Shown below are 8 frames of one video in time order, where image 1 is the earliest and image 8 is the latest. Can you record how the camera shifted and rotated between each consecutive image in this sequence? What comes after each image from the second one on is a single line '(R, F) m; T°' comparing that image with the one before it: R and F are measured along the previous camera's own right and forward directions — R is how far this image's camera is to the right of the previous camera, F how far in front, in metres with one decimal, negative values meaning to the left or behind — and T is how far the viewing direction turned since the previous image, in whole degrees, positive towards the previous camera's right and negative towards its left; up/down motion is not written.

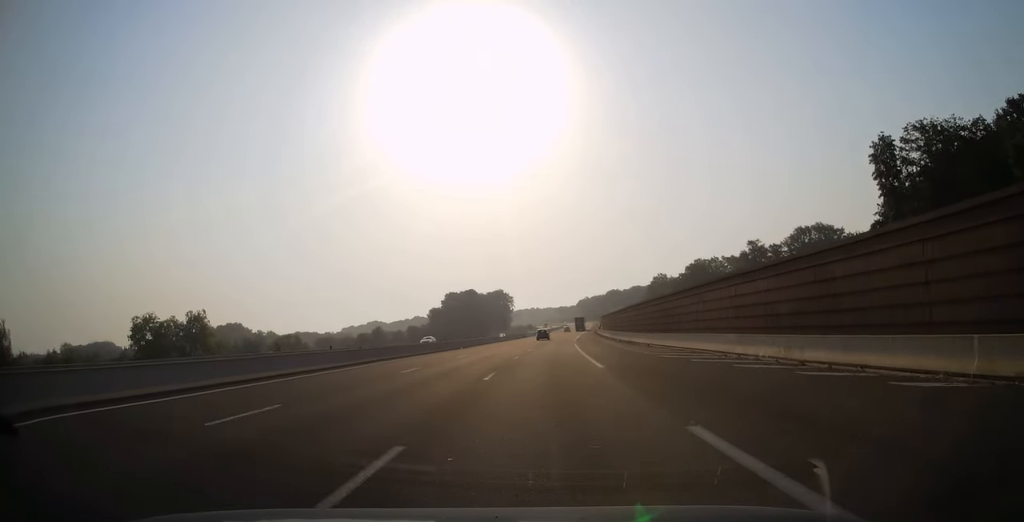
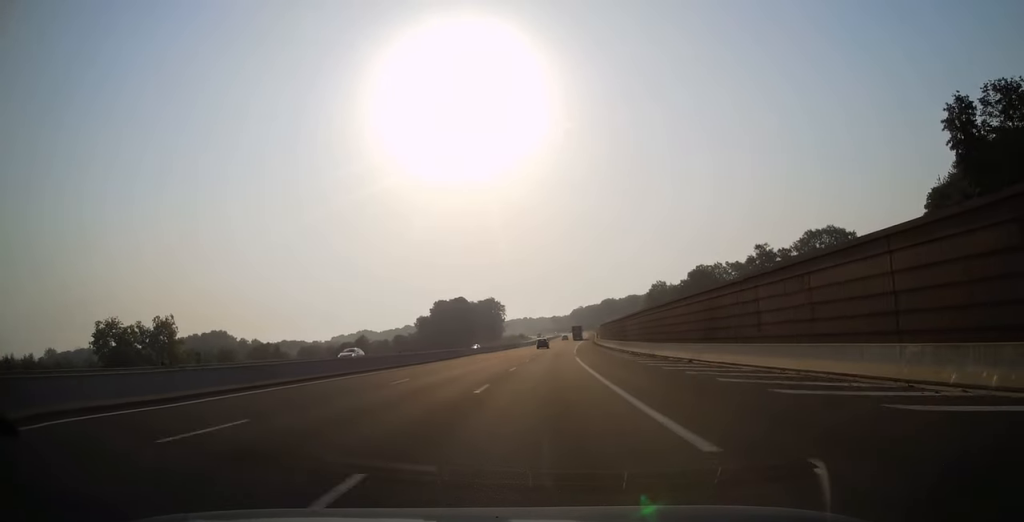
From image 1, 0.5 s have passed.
(+0.3, +14.3) m; +1°
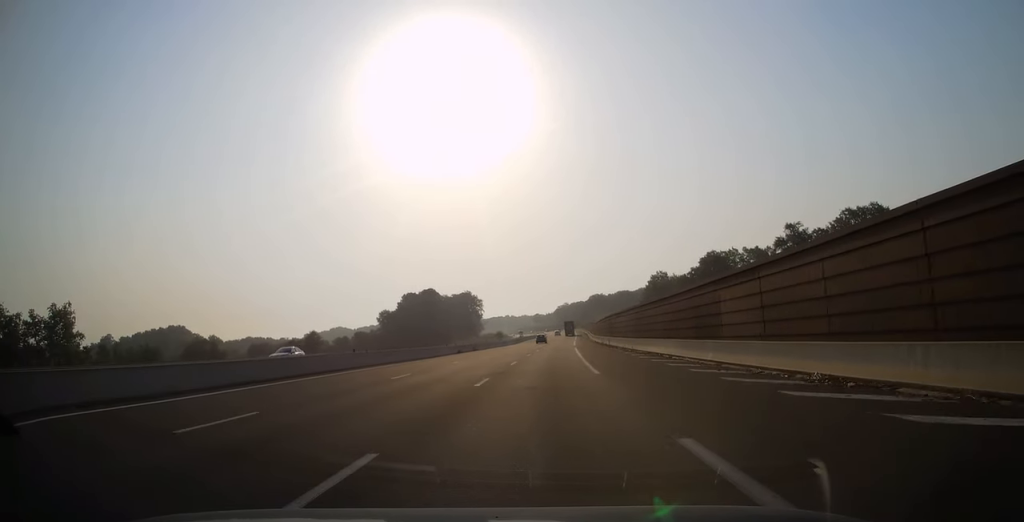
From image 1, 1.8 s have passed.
(+0.3, +38.5) m; +2°
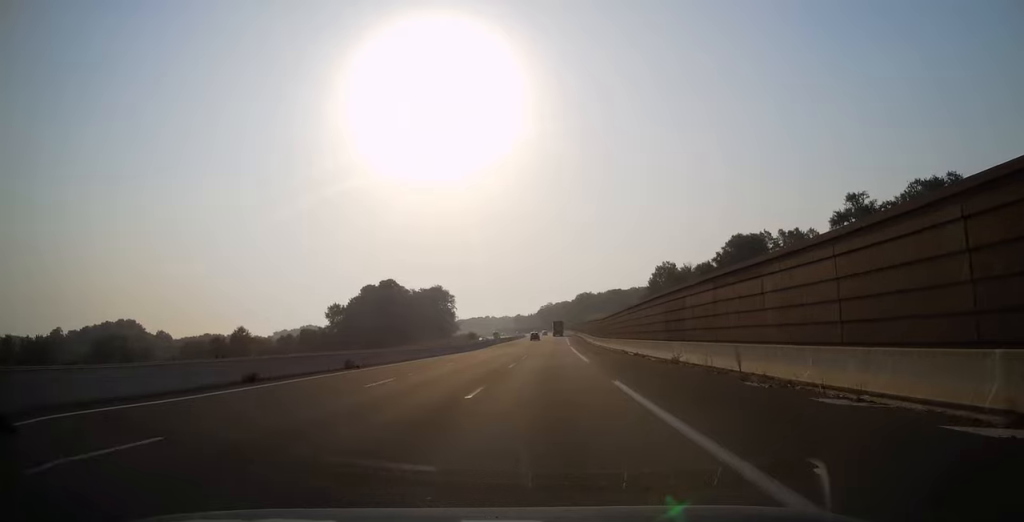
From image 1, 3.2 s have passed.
(+1.0, +42.8) m; +2°
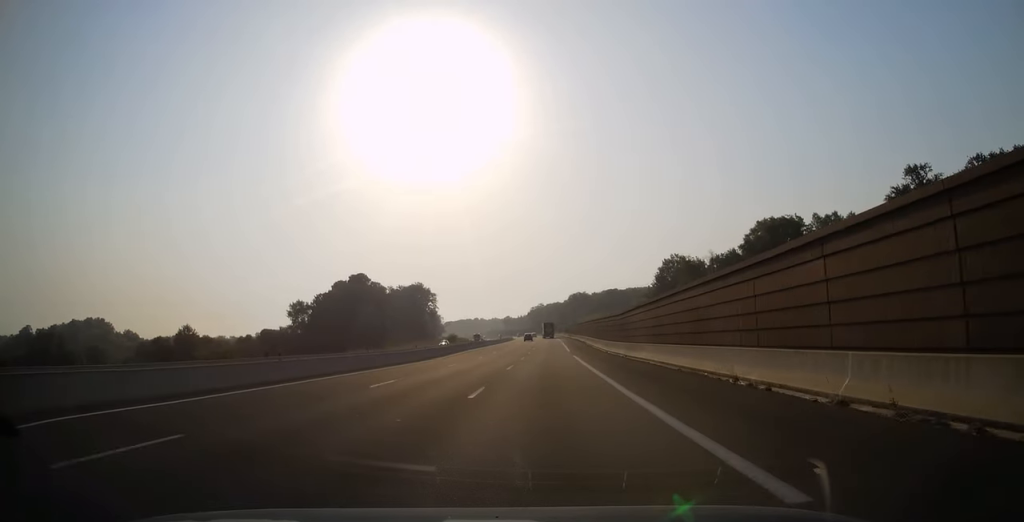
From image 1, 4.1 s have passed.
(+0.2, +25.5) m; +1°
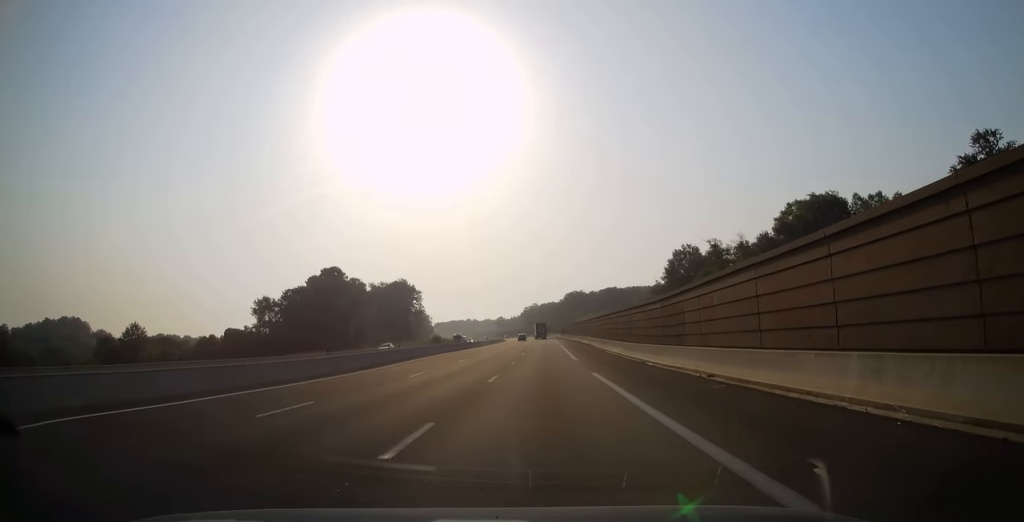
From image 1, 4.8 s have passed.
(0.0, +20.6) m; +1°
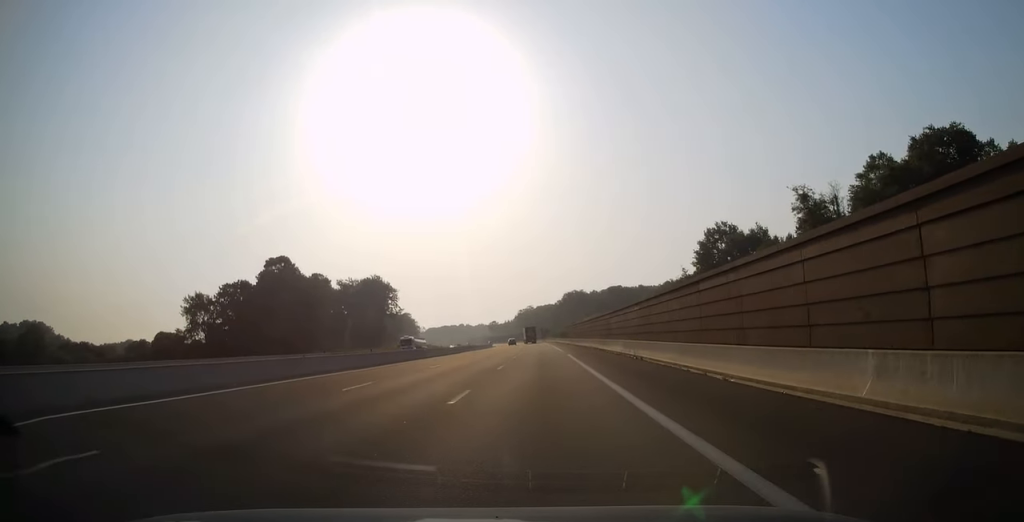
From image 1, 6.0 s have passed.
(+0.4, +33.9) m; 0°
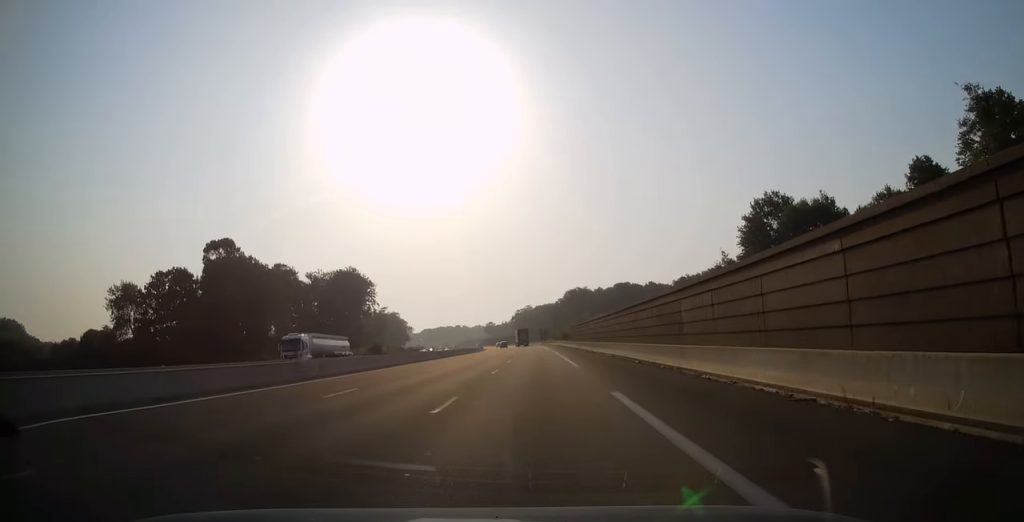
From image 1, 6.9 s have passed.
(-0.3, +27.4) m; -1°
